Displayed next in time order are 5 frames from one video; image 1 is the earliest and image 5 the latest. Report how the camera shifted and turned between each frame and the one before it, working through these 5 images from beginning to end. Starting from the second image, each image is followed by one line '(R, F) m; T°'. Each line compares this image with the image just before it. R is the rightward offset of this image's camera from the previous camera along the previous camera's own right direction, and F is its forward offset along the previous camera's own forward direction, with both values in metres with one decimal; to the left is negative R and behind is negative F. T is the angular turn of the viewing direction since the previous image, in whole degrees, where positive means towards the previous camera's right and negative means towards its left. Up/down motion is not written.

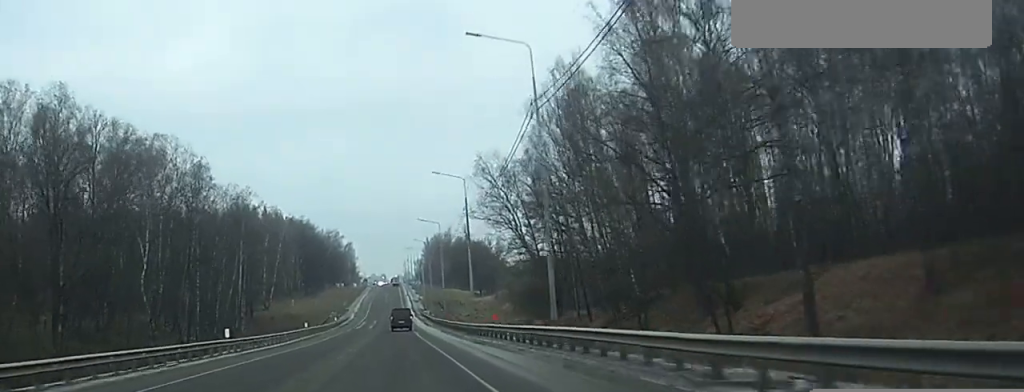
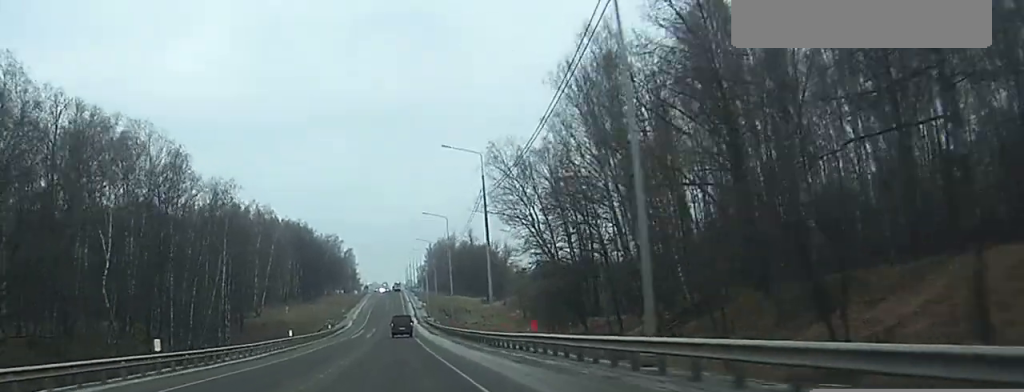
(-0.1, +13.2) m; 0°
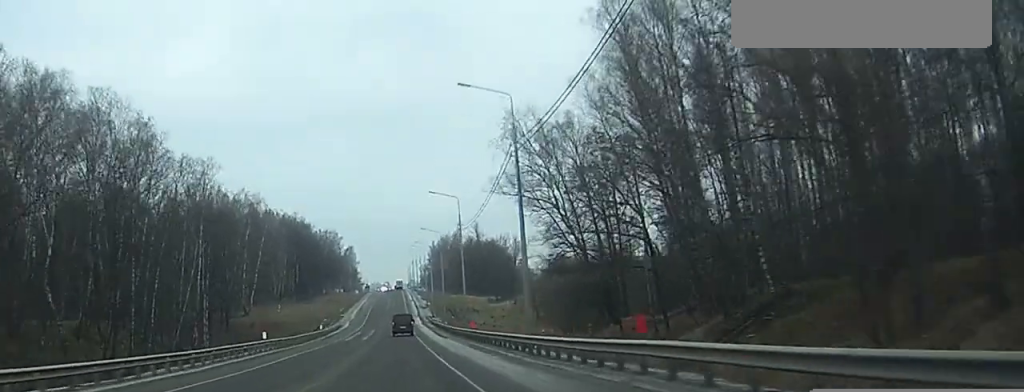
(0.0, +14.7) m; 0°
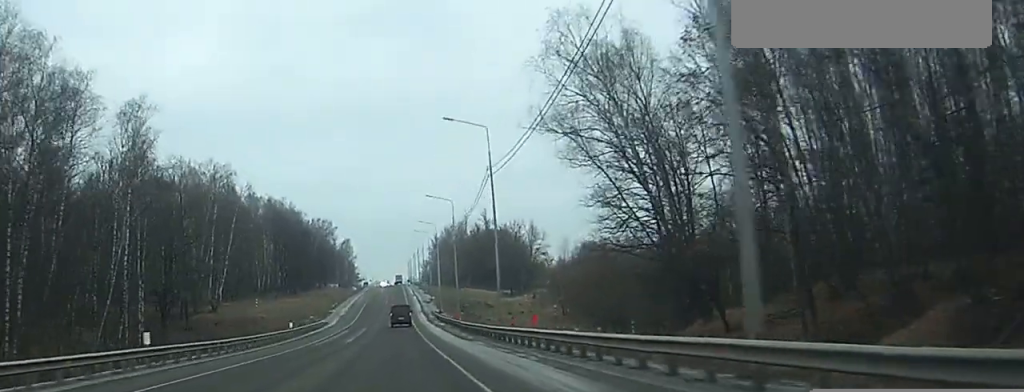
(0.0, +26.4) m; 0°
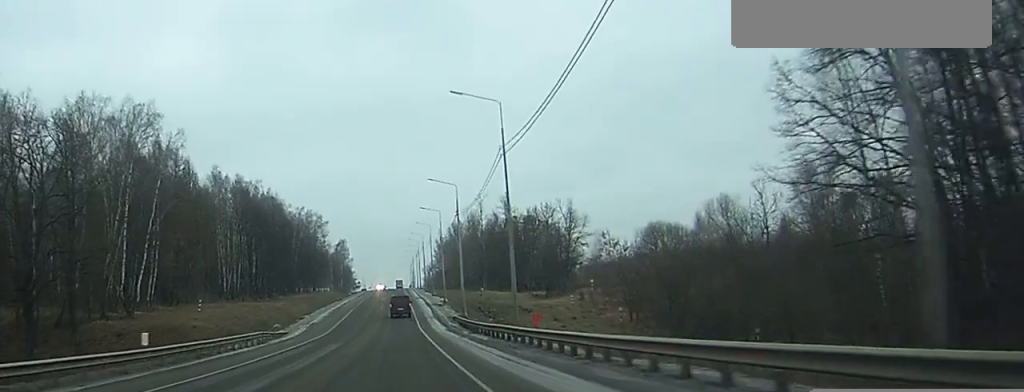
(0.0, +40.5) m; 0°
